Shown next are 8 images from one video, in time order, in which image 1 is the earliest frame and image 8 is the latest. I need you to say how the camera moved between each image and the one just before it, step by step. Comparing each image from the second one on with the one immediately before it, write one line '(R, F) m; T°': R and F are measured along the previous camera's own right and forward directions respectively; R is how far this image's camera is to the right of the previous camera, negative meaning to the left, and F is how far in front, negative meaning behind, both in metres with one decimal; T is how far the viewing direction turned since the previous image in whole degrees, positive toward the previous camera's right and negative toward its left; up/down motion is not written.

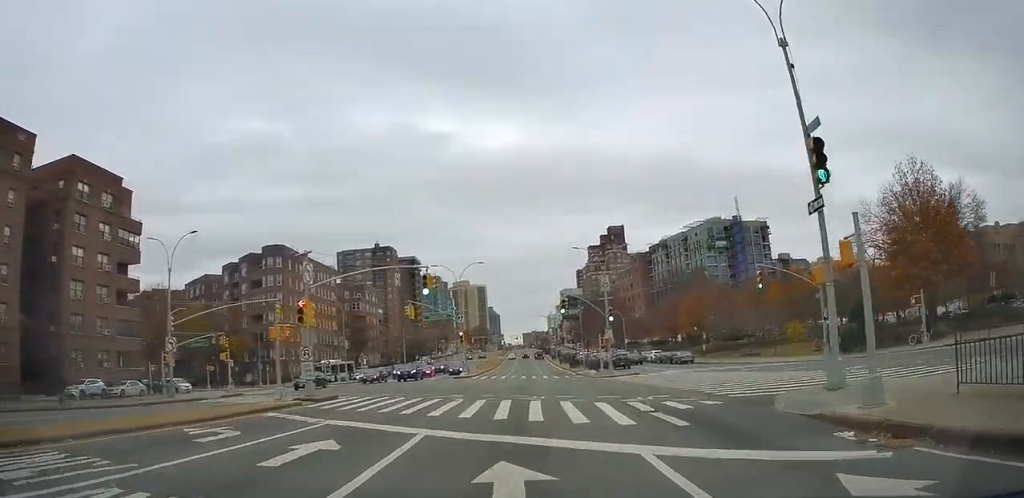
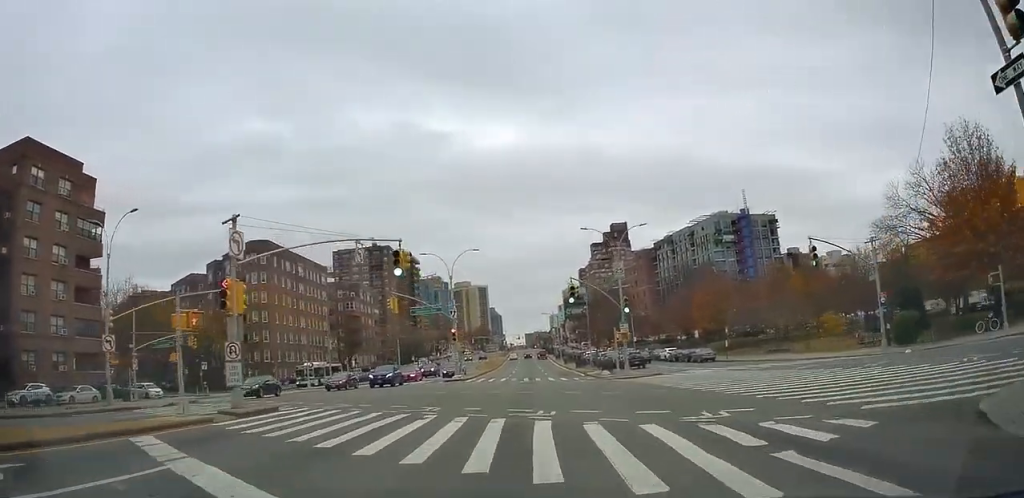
(0.0, +6.9) m; 0°
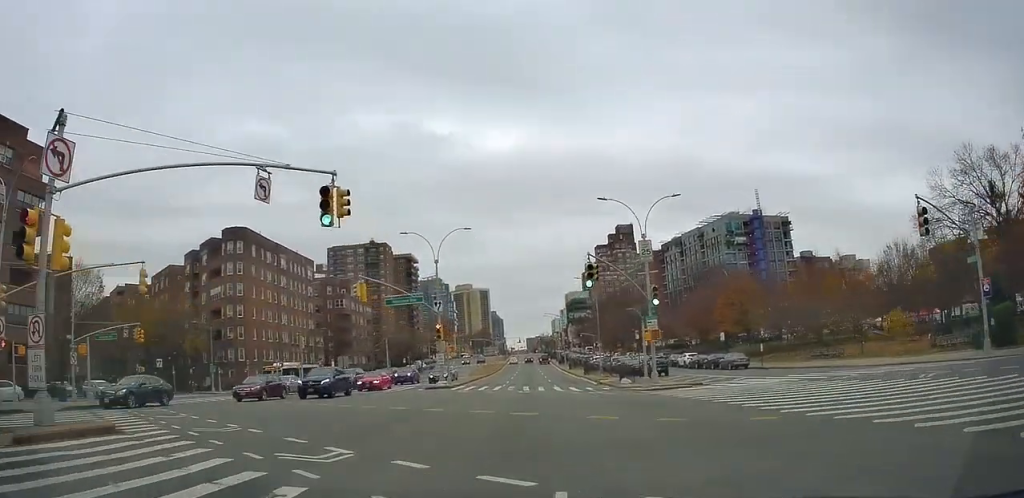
(+0.1, +8.9) m; +1°
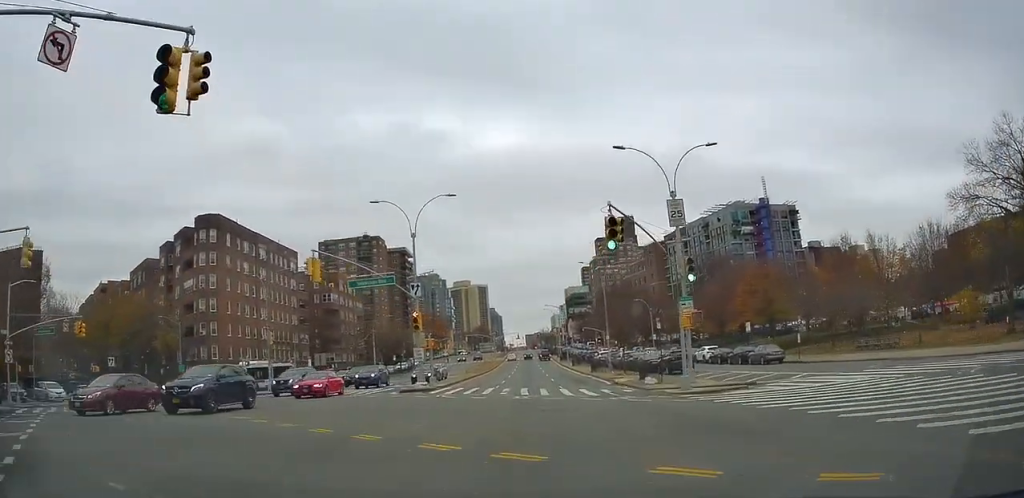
(0.0, +7.3) m; -1°
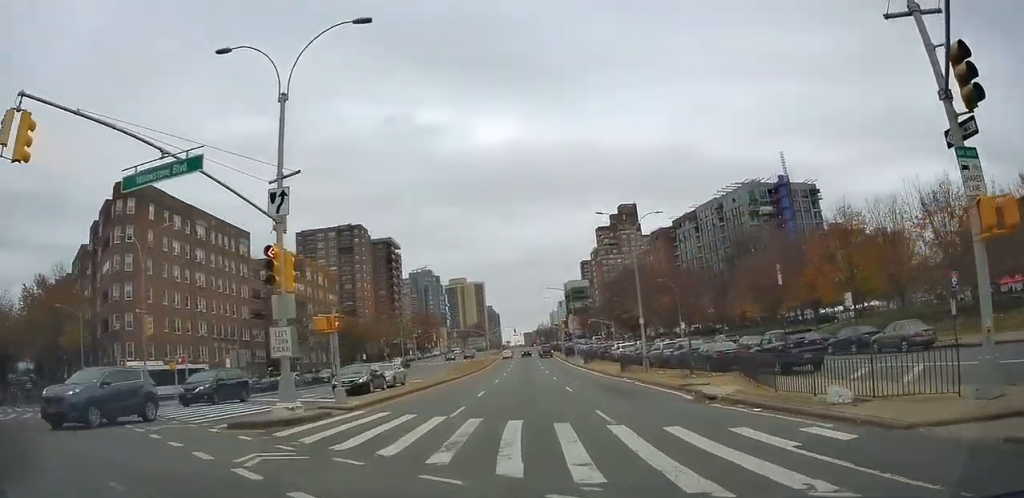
(-0.2, +17.7) m; -1°
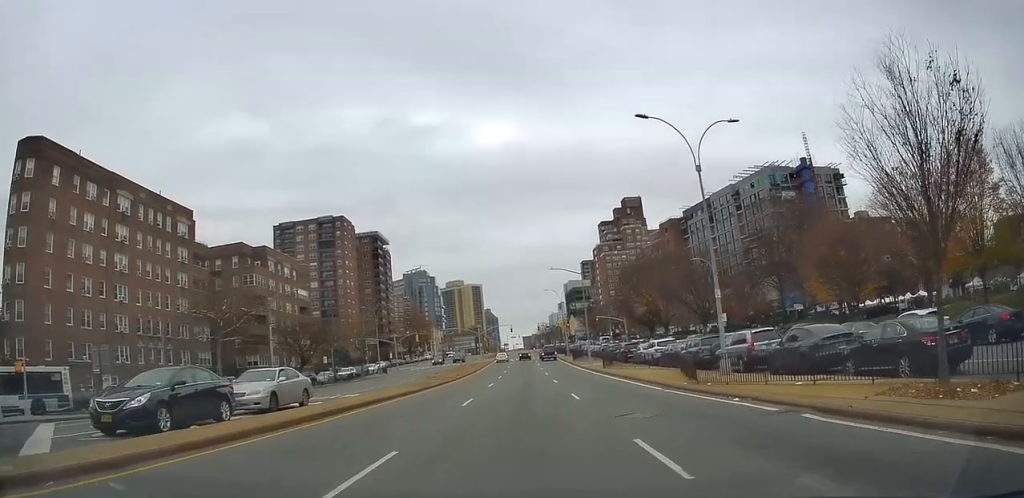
(0.0, +17.0) m; 0°
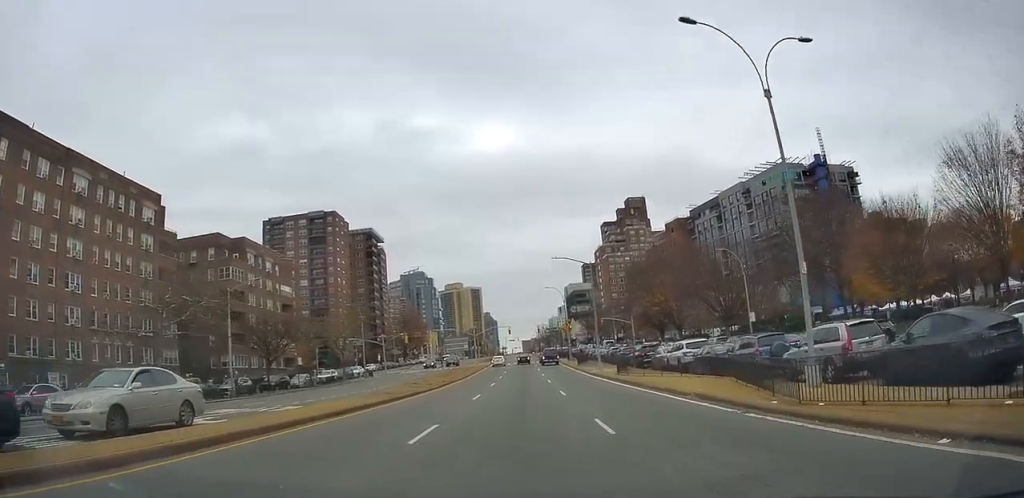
(0.0, +8.2) m; 0°
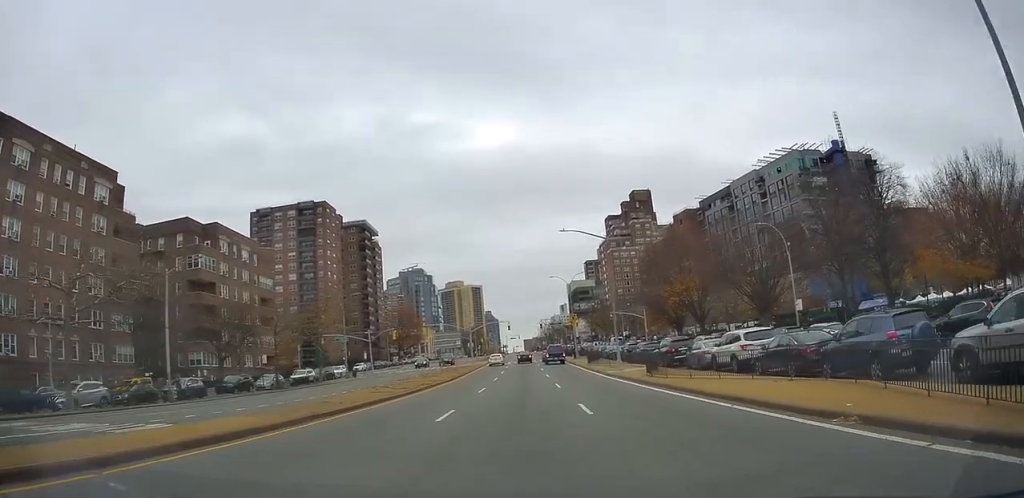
(0.0, +9.5) m; 0°
